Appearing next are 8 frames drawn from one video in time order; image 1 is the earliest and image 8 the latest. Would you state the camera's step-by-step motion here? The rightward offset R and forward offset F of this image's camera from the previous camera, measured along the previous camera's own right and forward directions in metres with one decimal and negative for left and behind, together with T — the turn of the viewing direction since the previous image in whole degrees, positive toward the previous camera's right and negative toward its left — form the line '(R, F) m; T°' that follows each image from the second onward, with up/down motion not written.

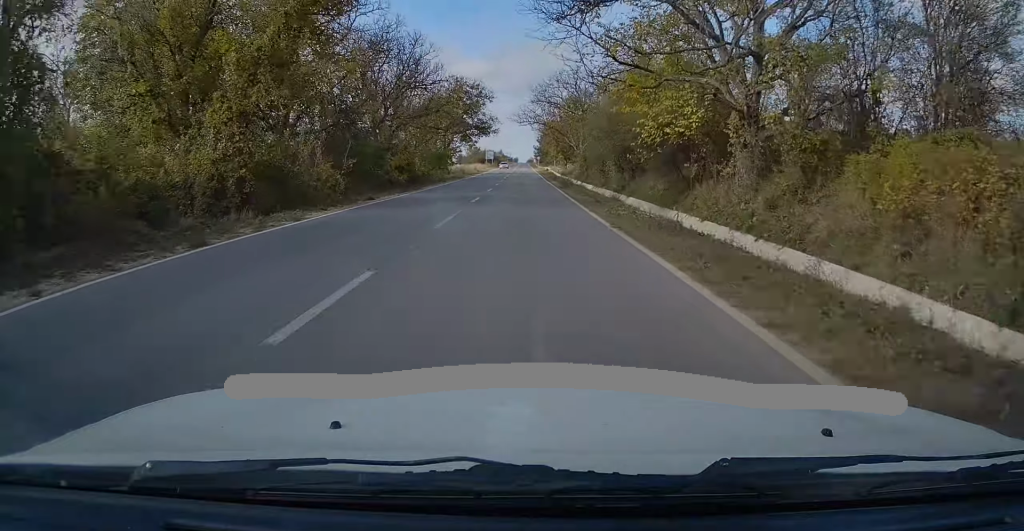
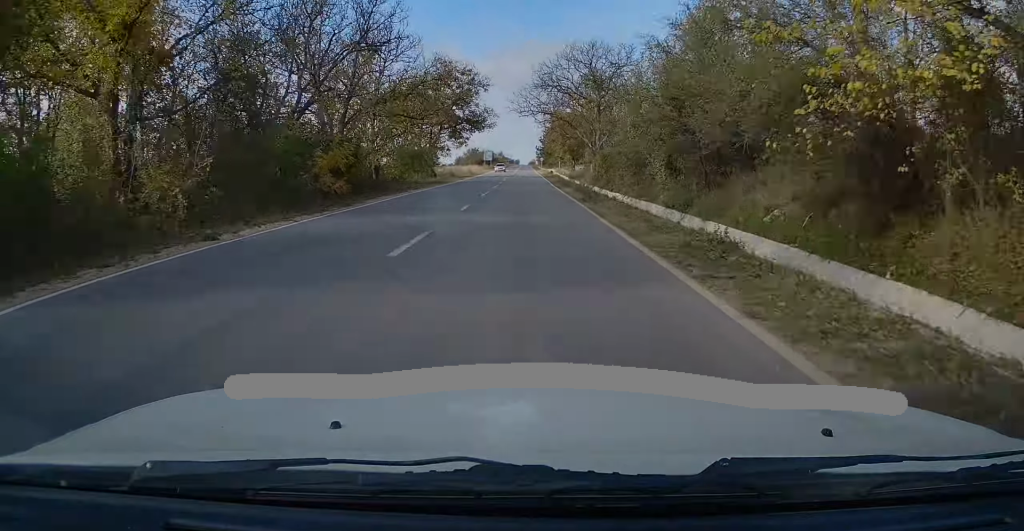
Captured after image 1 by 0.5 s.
(0.0, +13.5) m; 0°
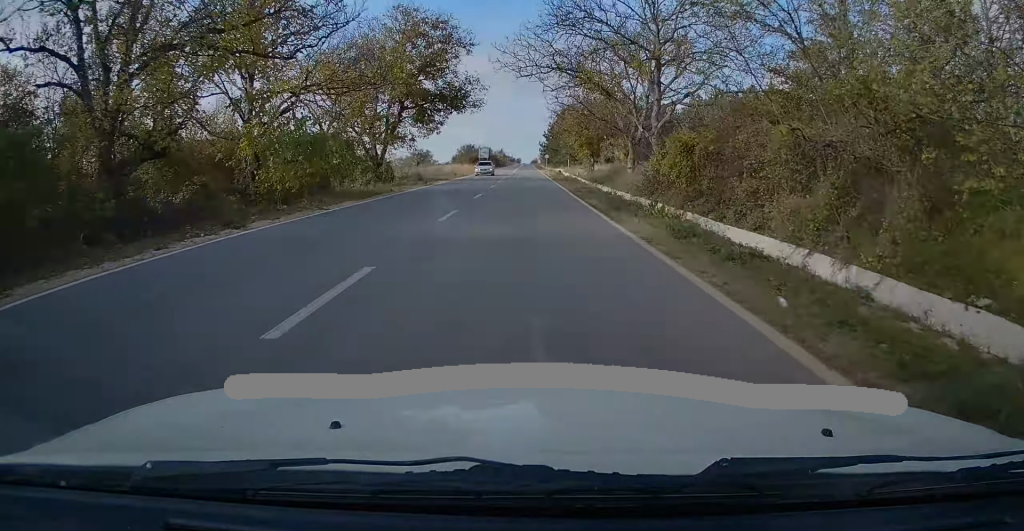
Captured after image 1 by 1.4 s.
(-0.1, +22.2) m; 0°
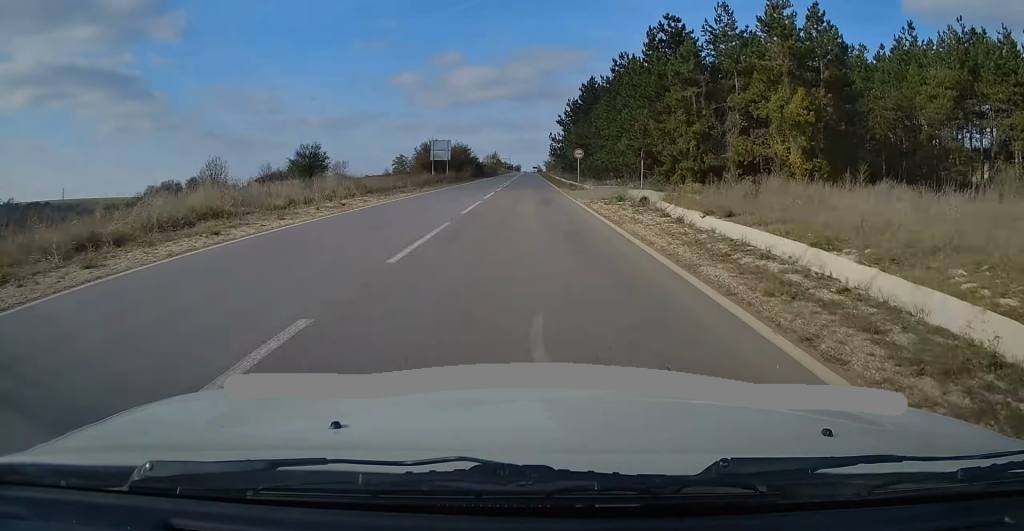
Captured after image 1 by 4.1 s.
(+0.4, +69.4) m; 0°
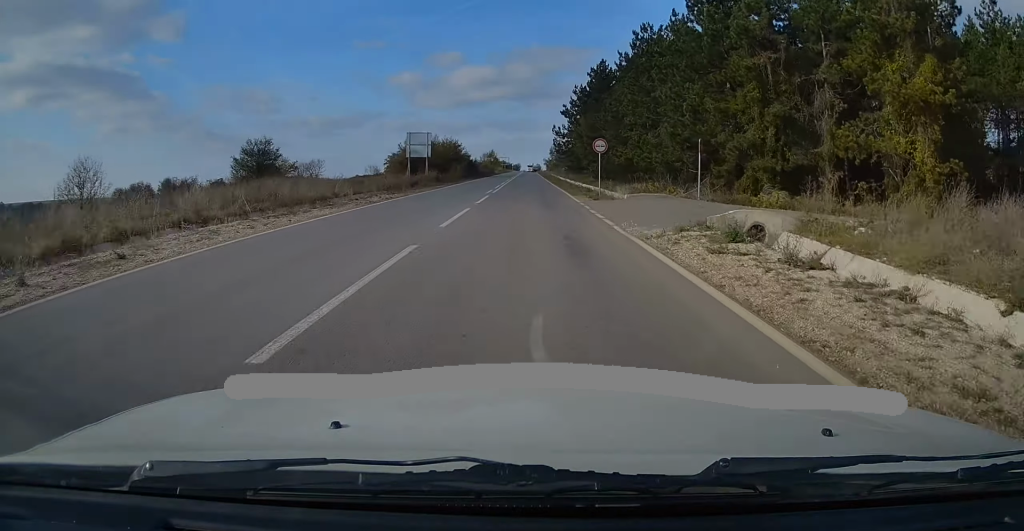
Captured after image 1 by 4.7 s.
(-0.1, +13.1) m; 0°
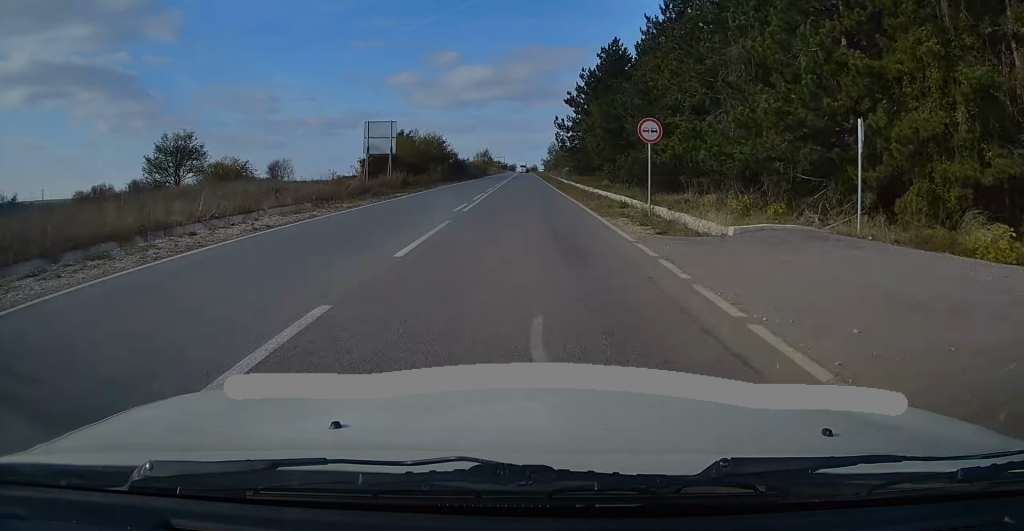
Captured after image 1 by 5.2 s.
(0.0, +13.2) m; 0°
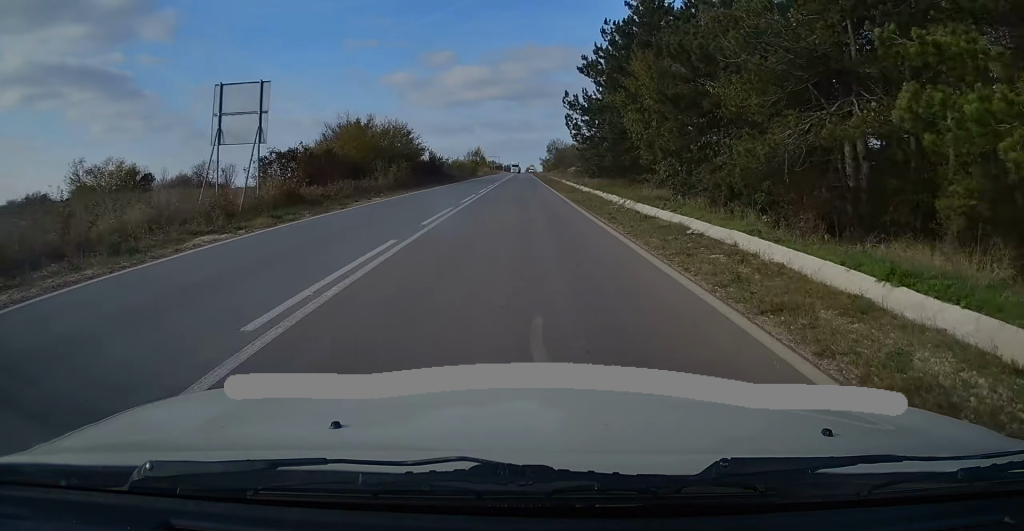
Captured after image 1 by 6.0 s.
(+0.1, +19.8) m; 0°
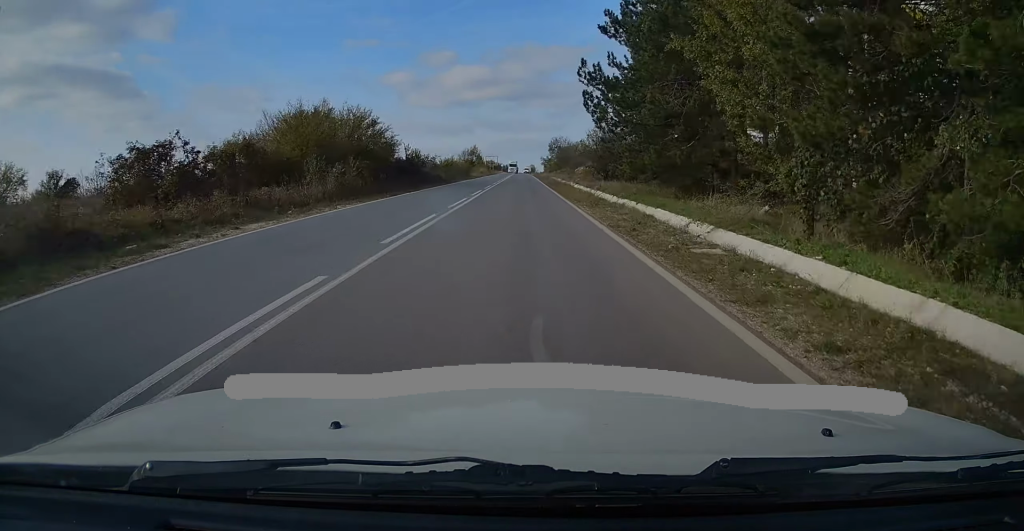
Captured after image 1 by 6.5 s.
(0.0, +12.3) m; 0°
